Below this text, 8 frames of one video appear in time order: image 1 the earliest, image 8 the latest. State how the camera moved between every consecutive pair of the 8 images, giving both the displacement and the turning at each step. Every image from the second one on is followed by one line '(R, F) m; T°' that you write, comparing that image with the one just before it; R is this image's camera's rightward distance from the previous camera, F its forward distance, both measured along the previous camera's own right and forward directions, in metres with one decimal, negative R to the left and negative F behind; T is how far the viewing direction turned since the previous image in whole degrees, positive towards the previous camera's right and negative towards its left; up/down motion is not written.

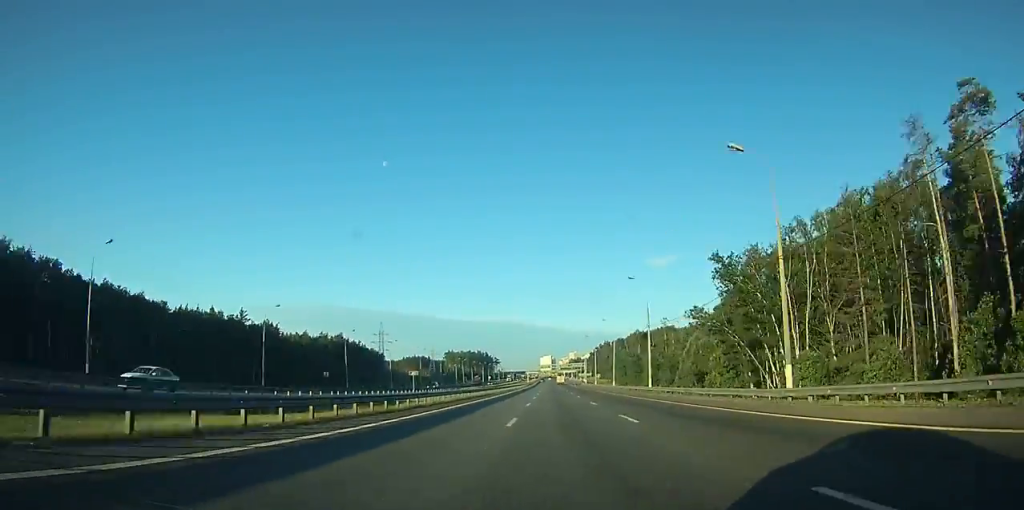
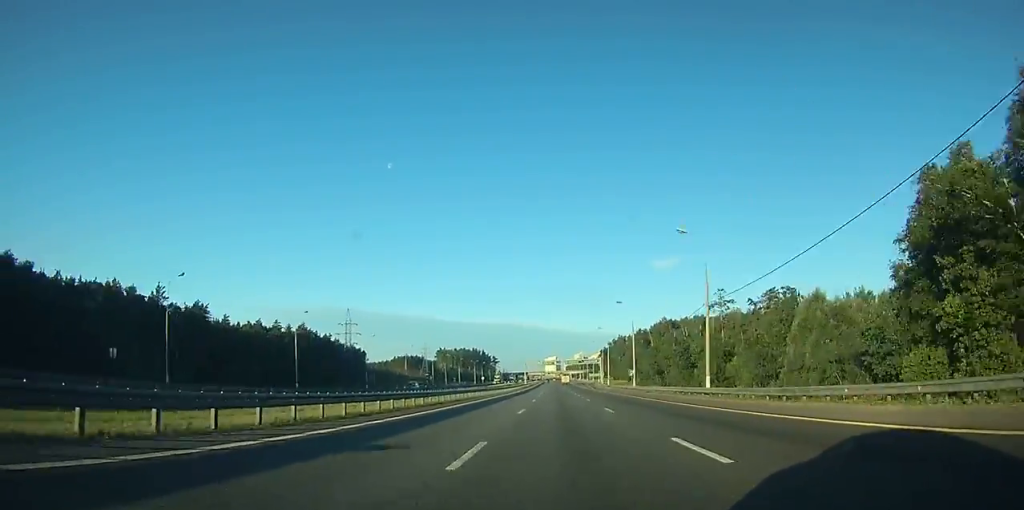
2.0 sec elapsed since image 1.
(+0.2, +54.4) m; 0°
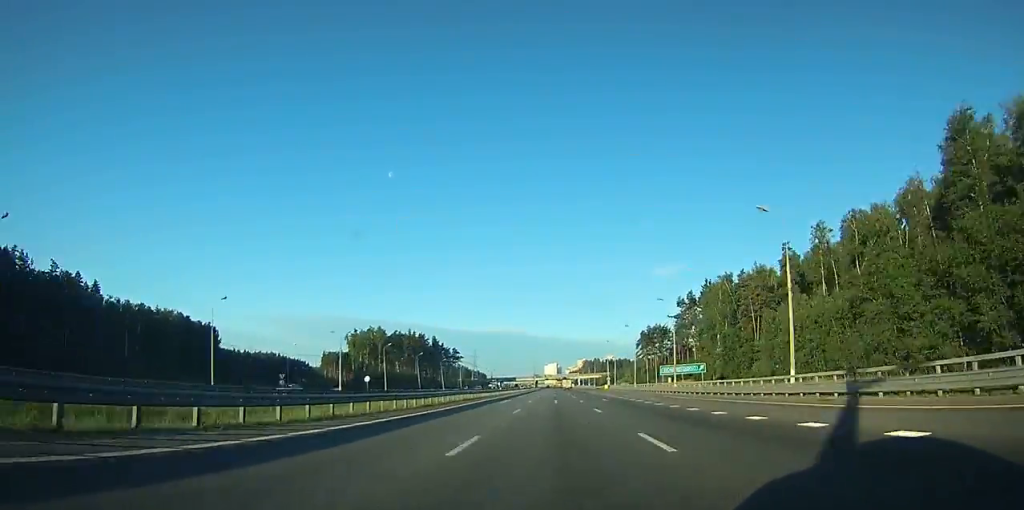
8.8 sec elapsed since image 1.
(+0.5, +185.0) m; 0°
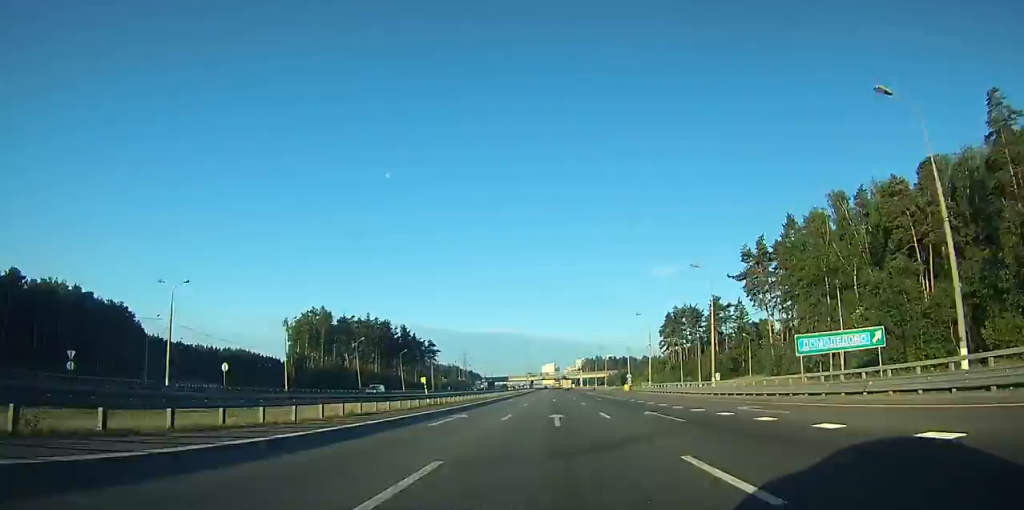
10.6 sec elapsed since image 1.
(-0.1, +51.5) m; 0°
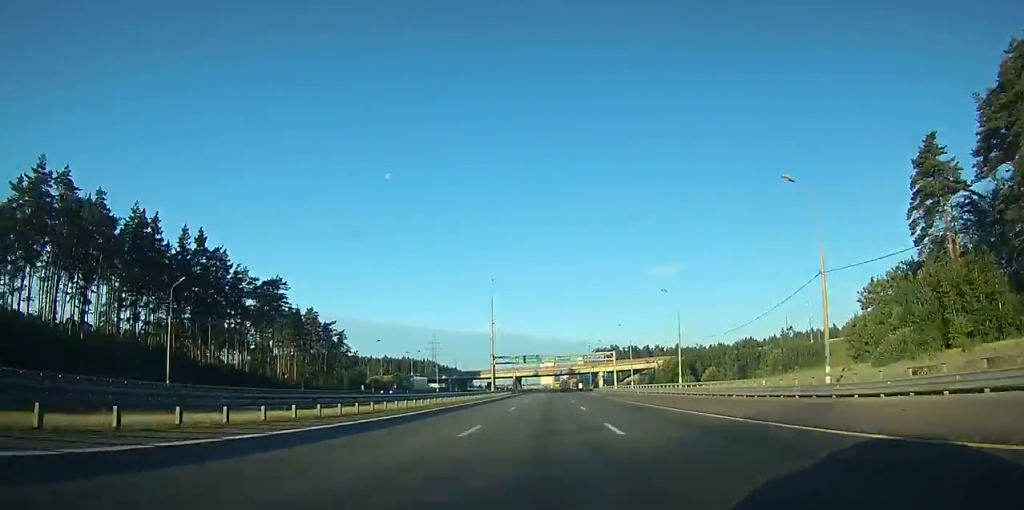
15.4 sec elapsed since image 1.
(+0.5, +136.7) m; 0°
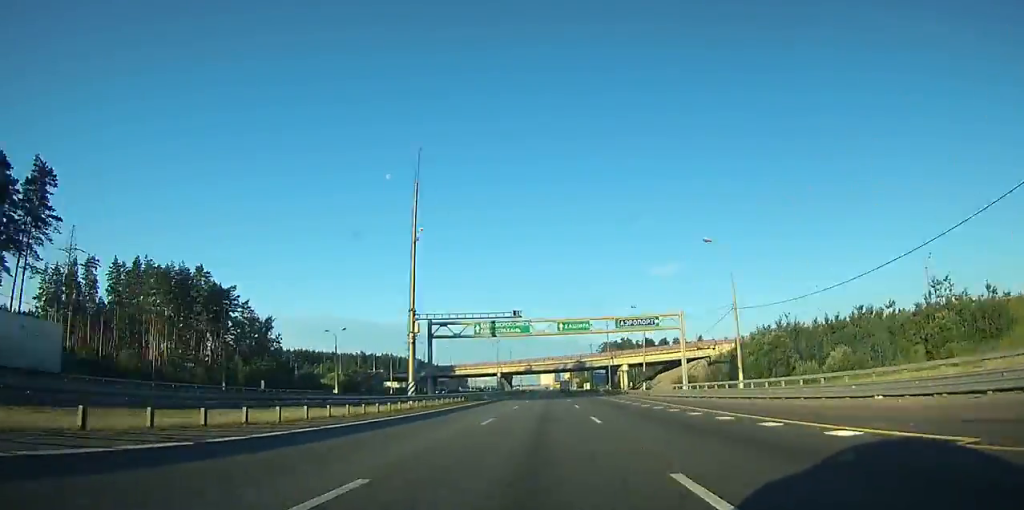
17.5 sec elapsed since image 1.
(0.0, +61.6) m; 0°
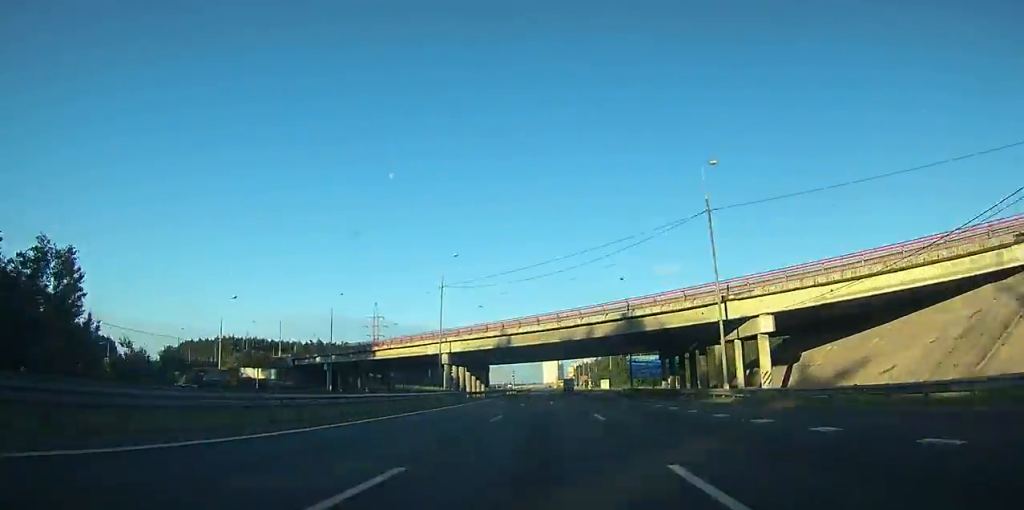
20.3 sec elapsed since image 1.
(-0.3, +84.7) m; 0°
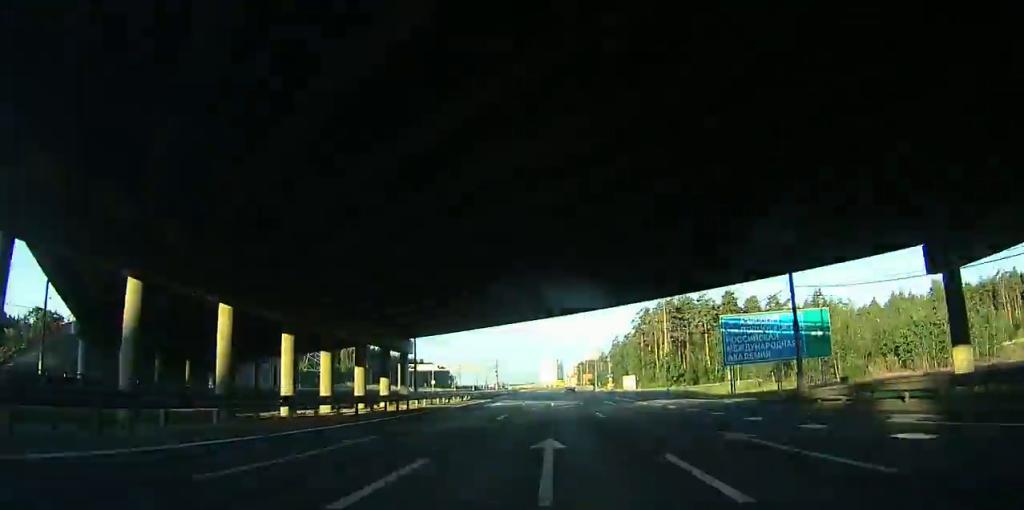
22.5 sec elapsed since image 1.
(+0.1, +64.6) m; 0°
